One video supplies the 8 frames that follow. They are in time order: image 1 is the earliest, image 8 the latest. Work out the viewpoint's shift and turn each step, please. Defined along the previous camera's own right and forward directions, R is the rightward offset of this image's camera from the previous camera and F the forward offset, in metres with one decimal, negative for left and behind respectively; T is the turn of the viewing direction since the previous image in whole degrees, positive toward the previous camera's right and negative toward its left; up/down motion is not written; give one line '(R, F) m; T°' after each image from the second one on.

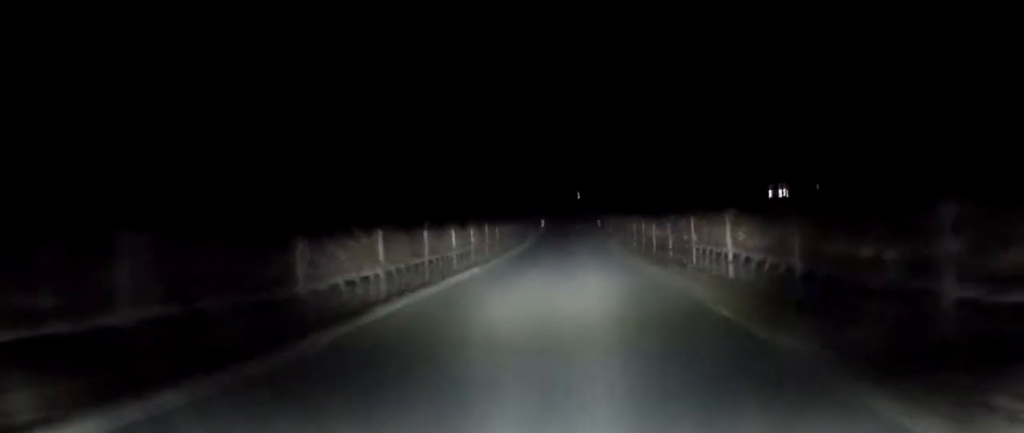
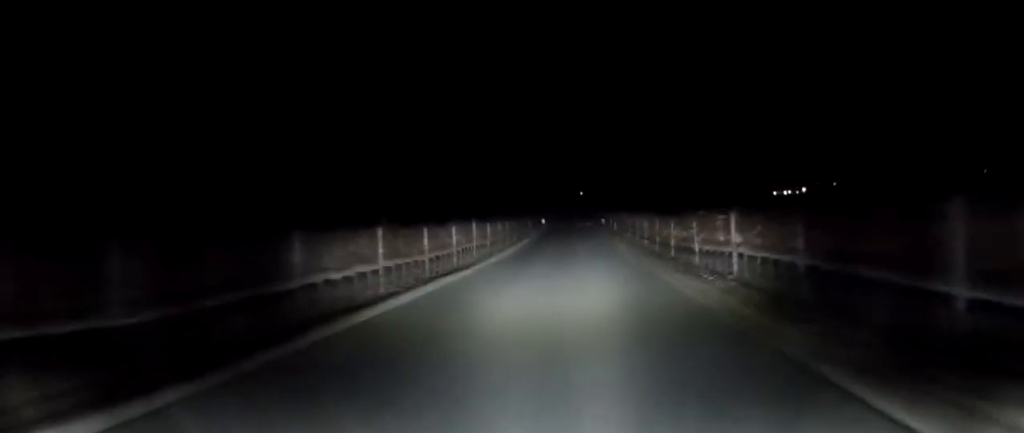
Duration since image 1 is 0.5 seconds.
(+0.1, +6.4) m; +1°
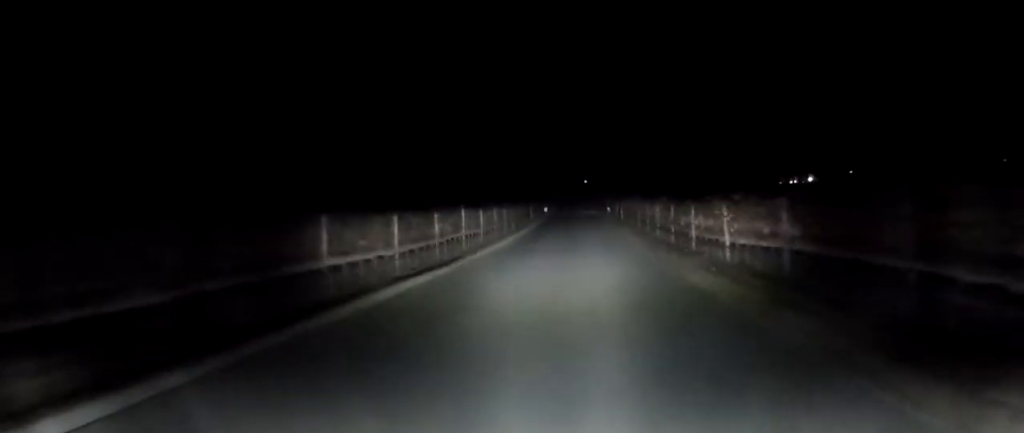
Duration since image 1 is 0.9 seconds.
(+0.1, +5.0) m; 0°
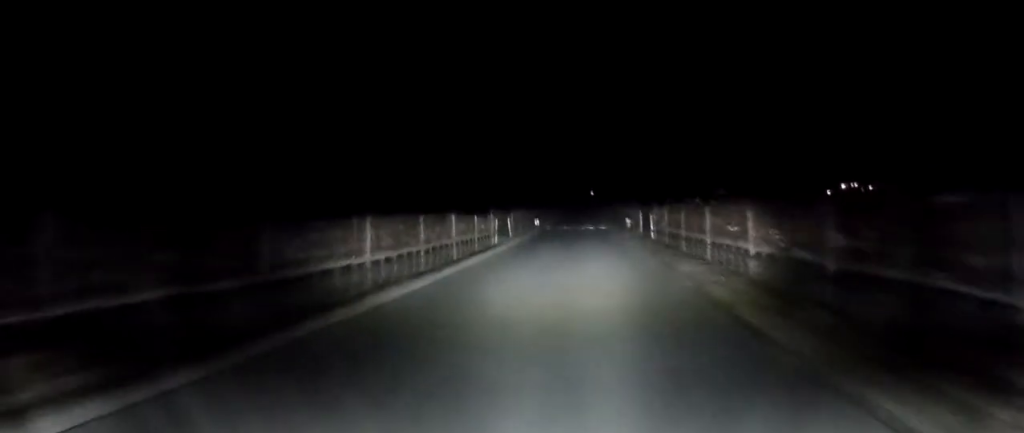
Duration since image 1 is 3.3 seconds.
(-0.3, +29.9) m; -1°
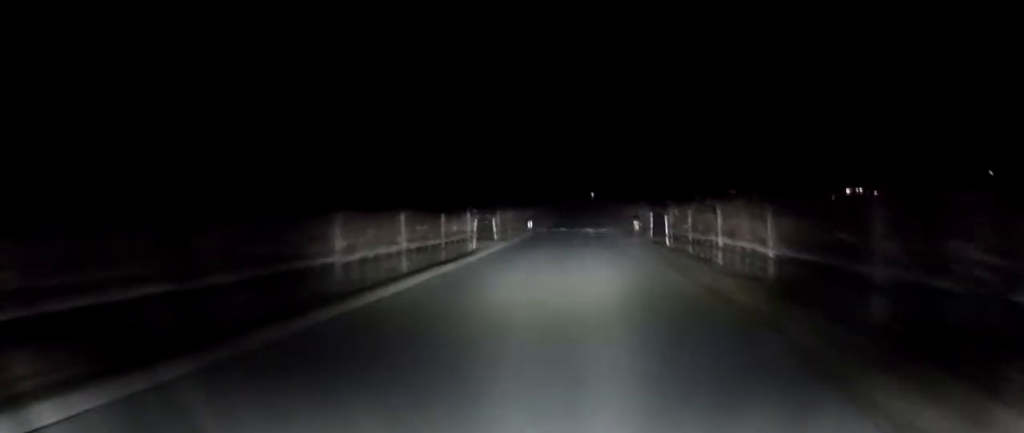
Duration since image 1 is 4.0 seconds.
(+0.1, +8.8) m; +1°
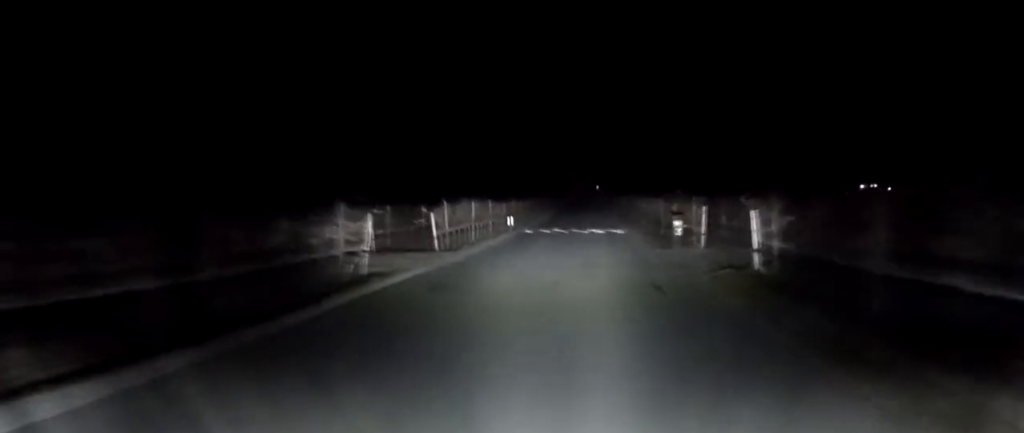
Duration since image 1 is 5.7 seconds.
(+0.2, +19.2) m; +1°
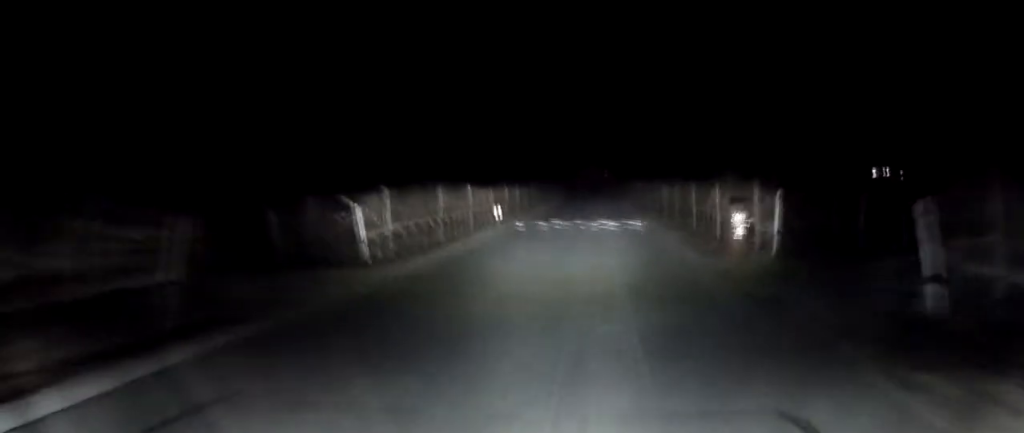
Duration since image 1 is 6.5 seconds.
(0.0, +9.1) m; 0°
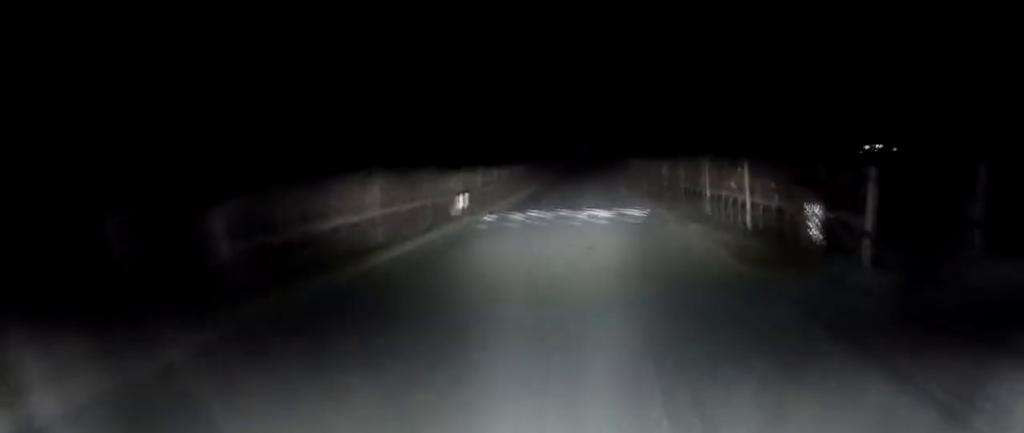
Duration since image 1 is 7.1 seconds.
(0.0, +6.3) m; +1°
